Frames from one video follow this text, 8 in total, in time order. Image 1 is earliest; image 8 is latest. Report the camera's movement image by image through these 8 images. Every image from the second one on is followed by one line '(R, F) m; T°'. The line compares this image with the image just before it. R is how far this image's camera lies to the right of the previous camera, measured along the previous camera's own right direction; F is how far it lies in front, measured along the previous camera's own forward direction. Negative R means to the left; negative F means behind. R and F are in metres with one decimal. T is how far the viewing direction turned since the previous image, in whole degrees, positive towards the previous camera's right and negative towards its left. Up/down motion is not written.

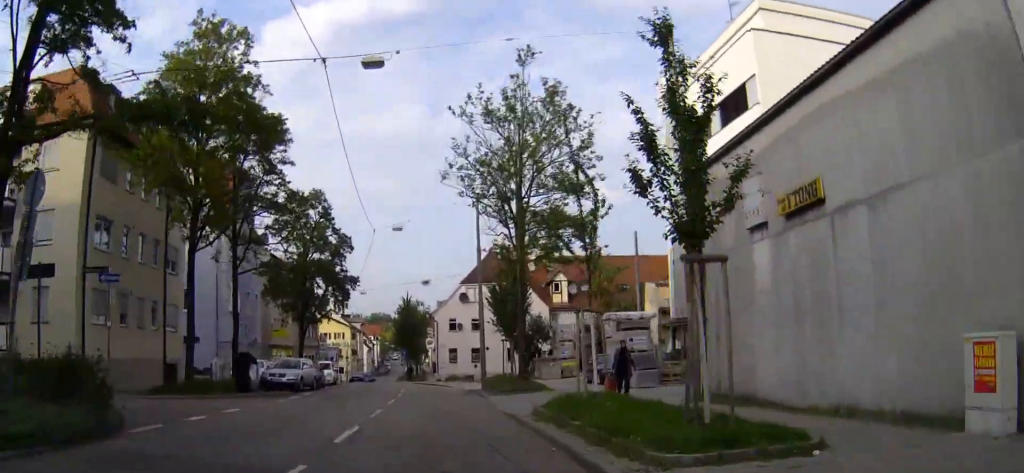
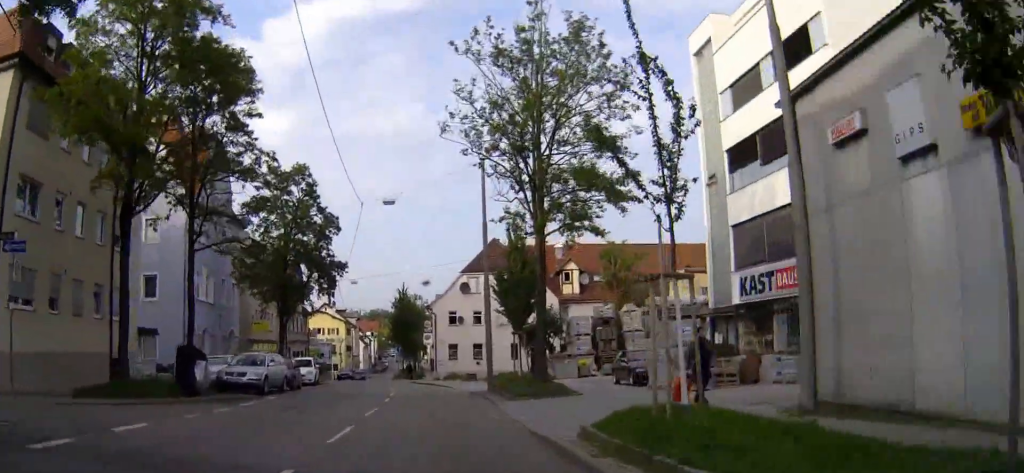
(-0.1, +6.2) m; 0°
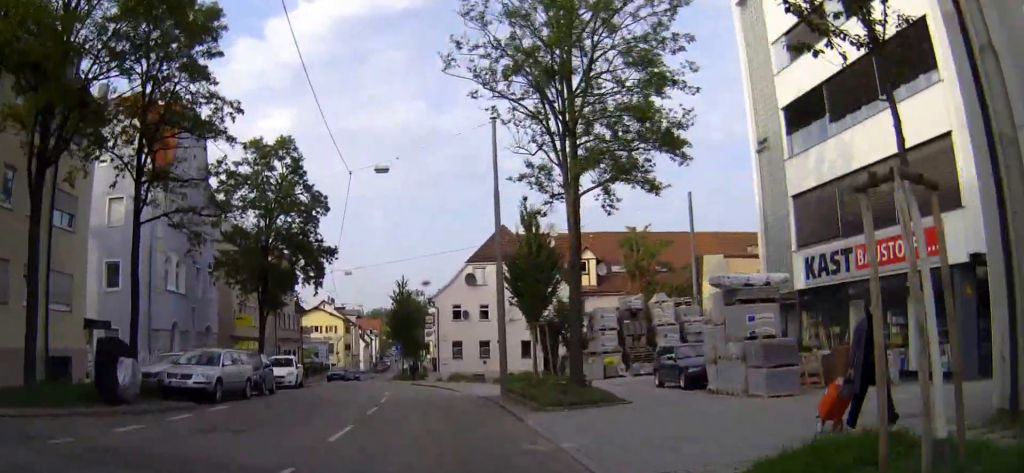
(0.0, +5.7) m; +1°
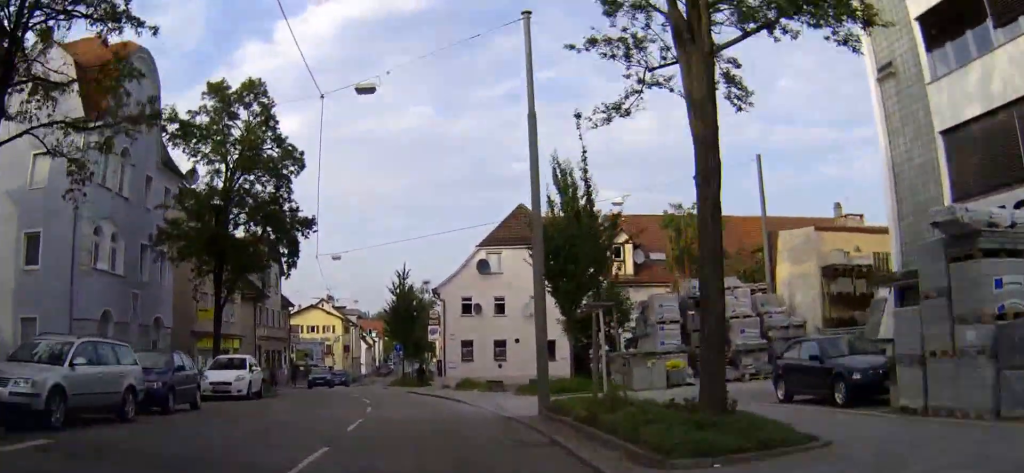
(+0.1, +9.2) m; 0°
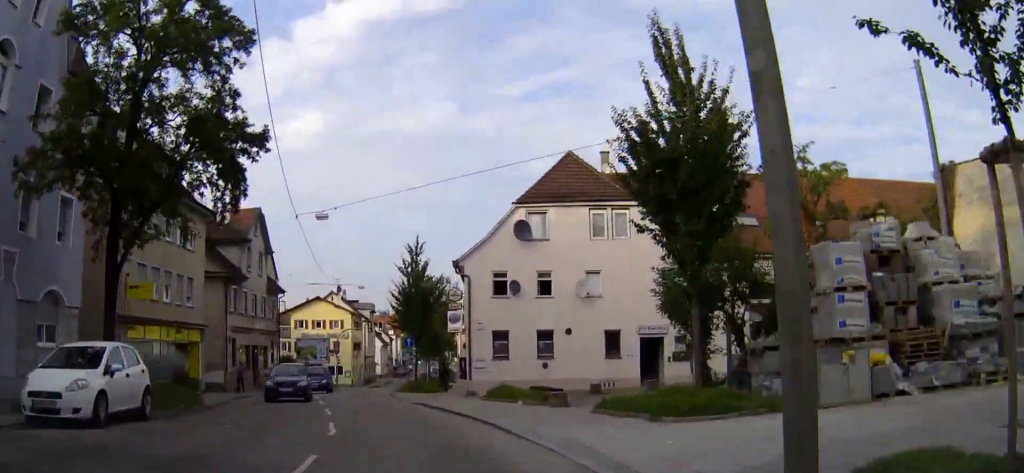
(0.0, +12.4) m; -1°
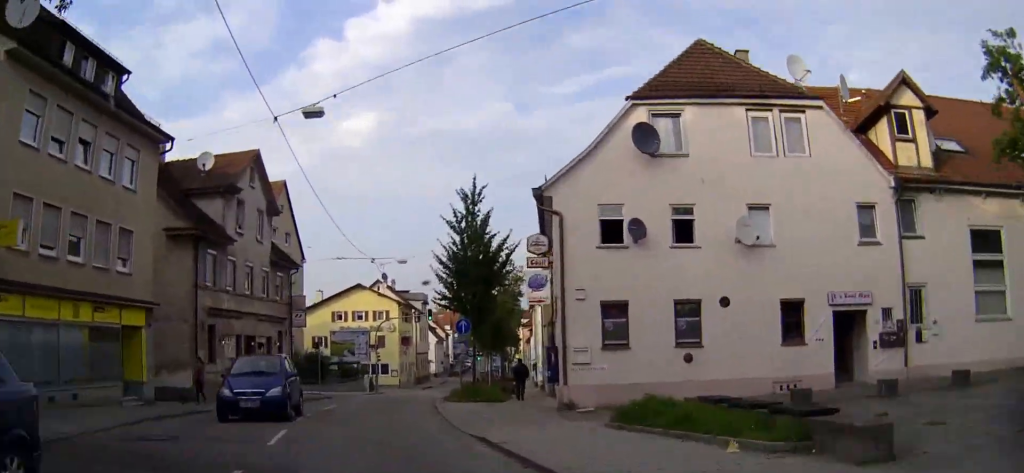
(-0.2, +14.0) m; -3°
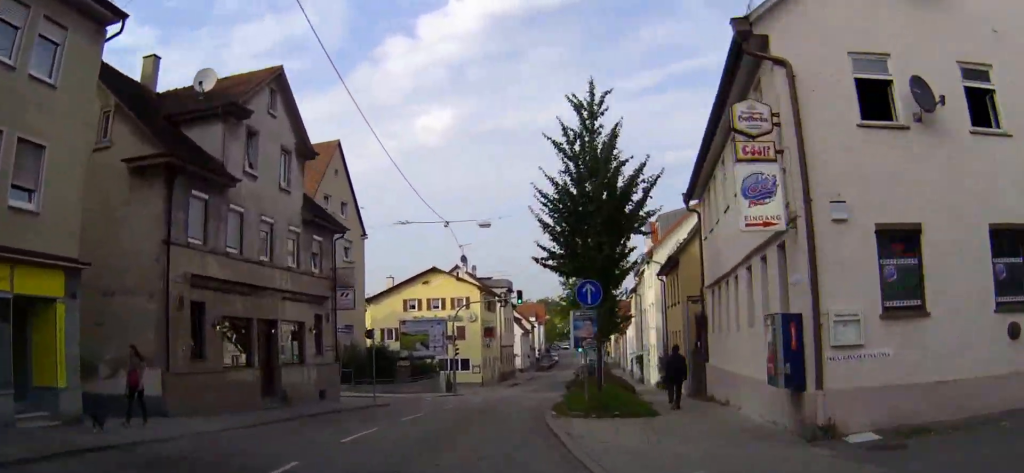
(-0.3, +11.2) m; -2°
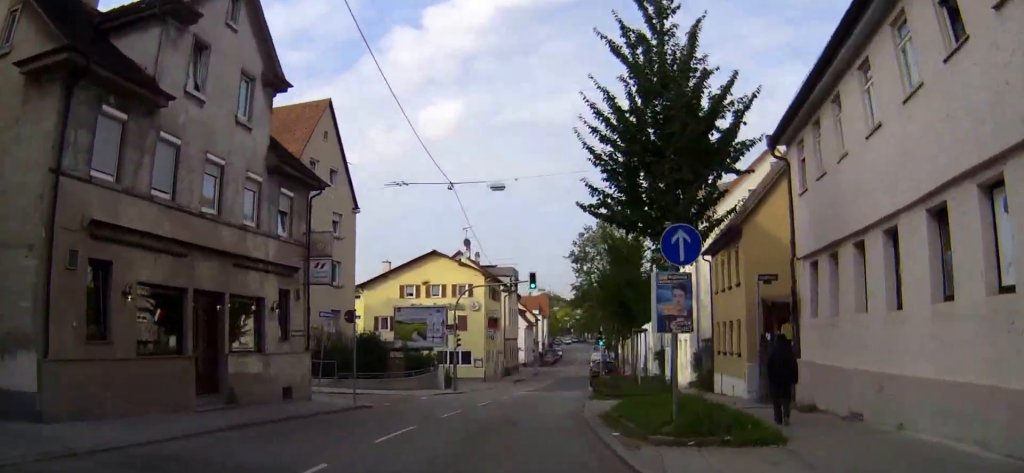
(-0.1, +7.0) m; -1°
